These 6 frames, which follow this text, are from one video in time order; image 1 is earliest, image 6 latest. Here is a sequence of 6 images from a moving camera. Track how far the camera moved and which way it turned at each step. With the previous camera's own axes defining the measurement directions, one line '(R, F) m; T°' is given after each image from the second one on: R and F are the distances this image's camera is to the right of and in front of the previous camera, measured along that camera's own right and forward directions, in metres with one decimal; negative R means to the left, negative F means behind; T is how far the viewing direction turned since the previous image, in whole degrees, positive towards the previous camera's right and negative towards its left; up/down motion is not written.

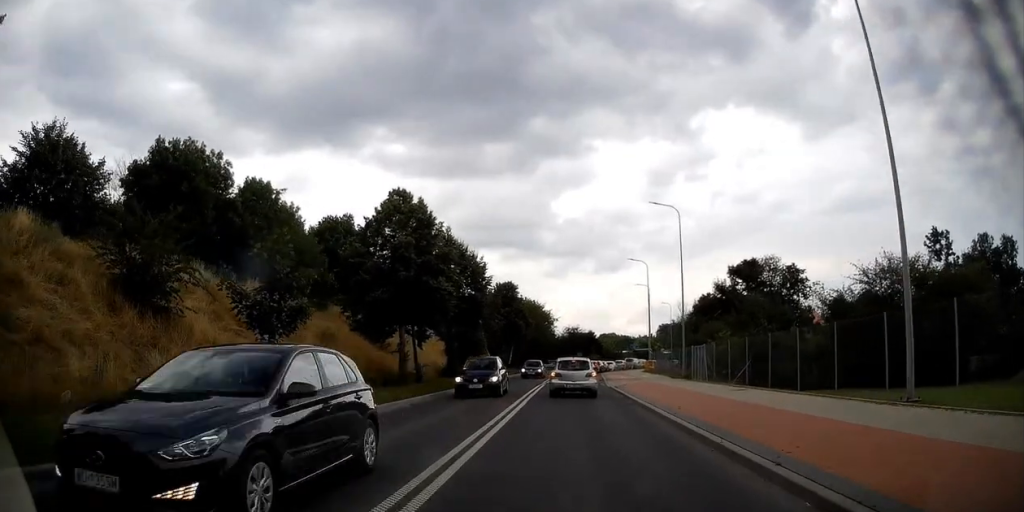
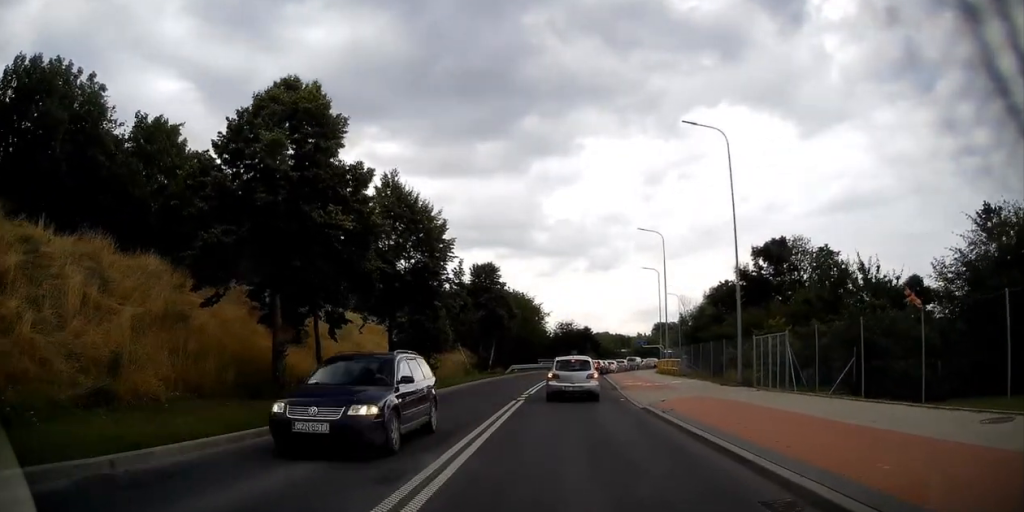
(-0.6, +15.2) m; +2°
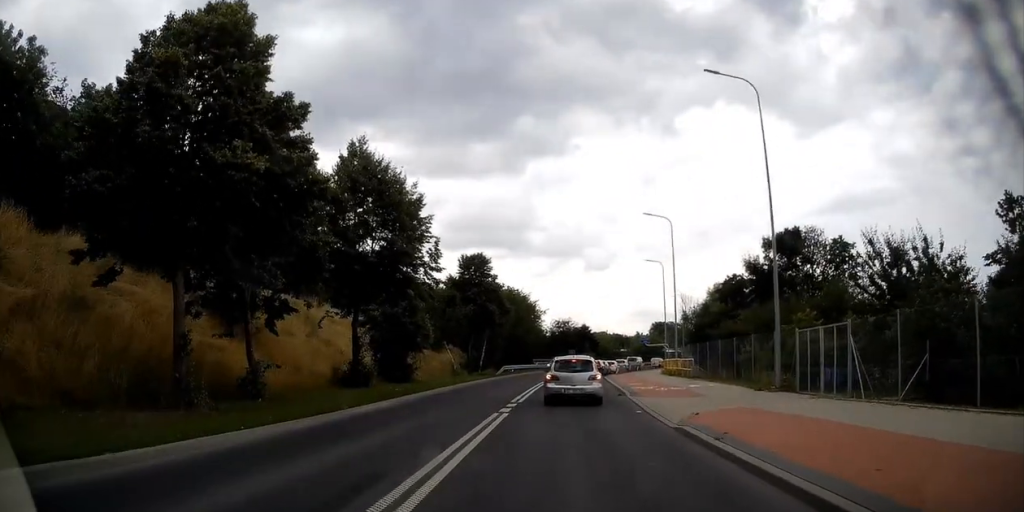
(+0.3, +5.1) m; 0°
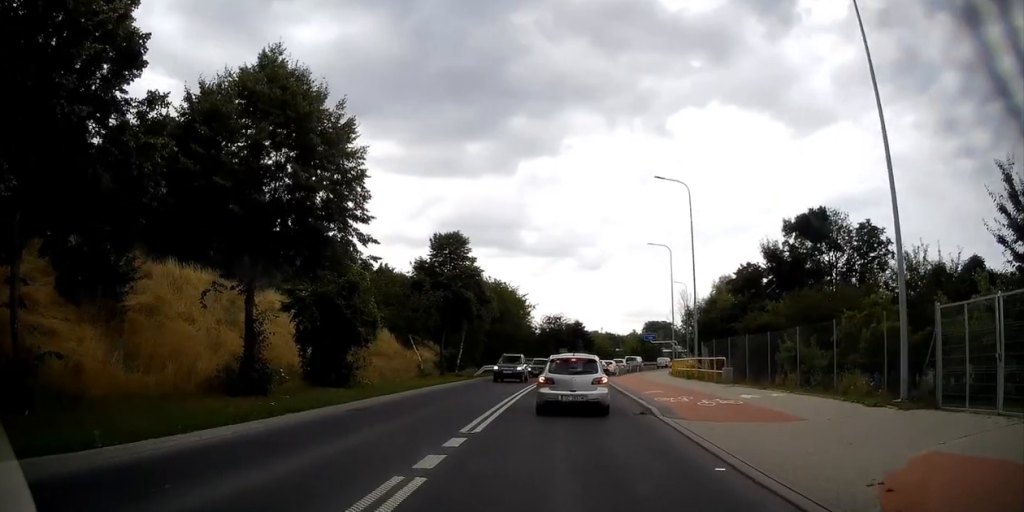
(-0.5, +8.7) m; -2°
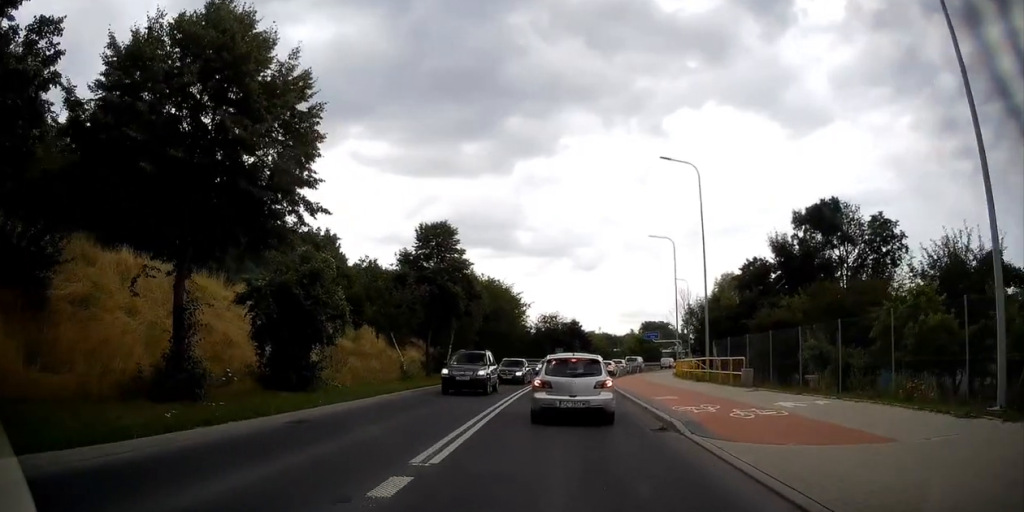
(0.0, +3.6) m; 0°
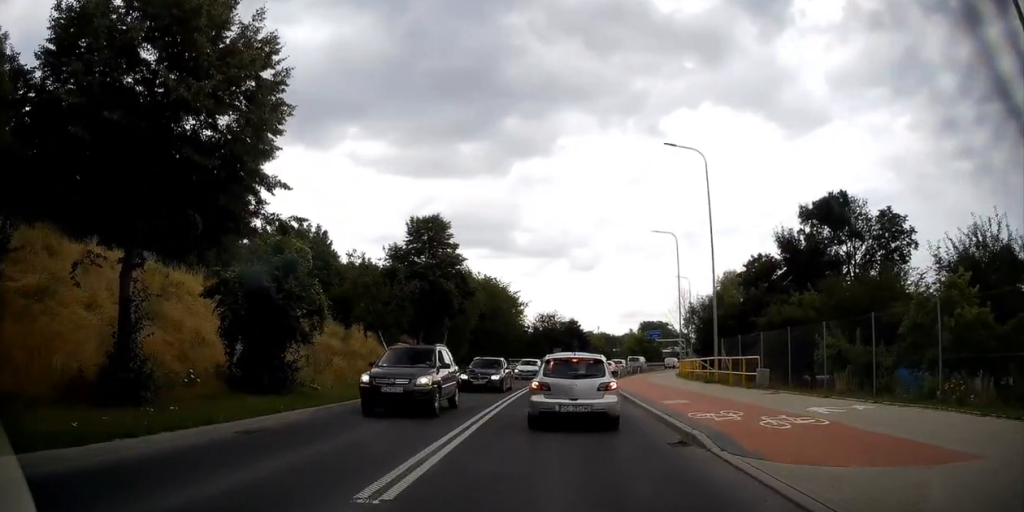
(+0.1, +2.3) m; -4°
